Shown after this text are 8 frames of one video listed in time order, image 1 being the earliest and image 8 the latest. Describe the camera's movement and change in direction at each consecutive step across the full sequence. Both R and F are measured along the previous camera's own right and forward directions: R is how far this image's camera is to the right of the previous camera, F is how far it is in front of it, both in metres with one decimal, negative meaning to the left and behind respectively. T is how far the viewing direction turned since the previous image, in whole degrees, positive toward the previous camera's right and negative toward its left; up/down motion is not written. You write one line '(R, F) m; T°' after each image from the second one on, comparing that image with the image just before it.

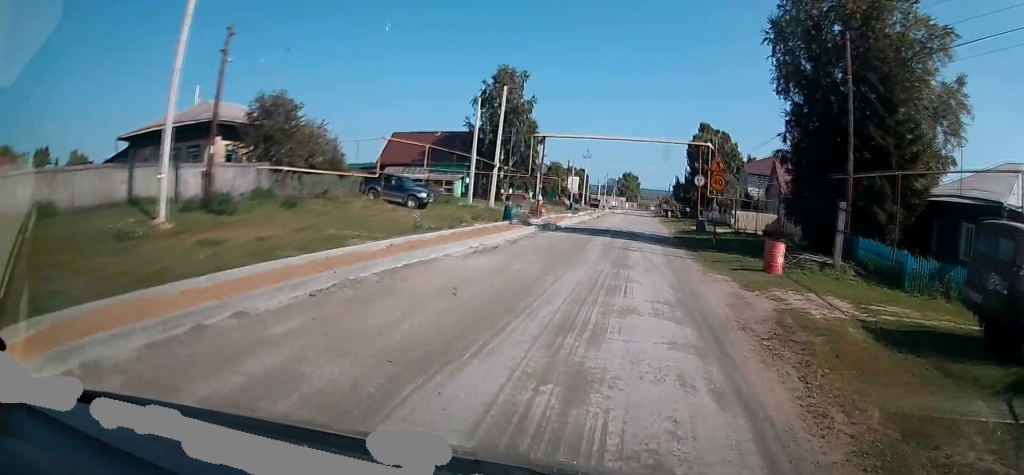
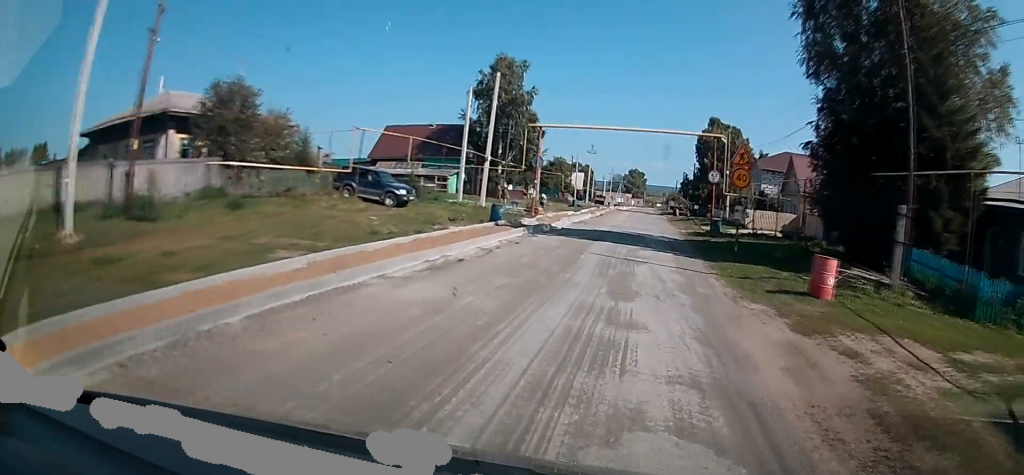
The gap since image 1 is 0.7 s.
(0.0, +3.9) m; 0°
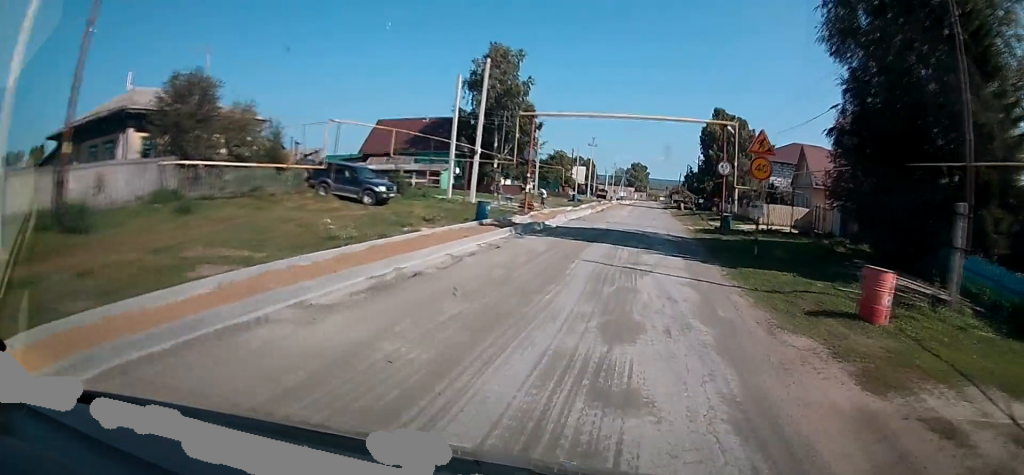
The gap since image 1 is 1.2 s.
(-0.1, +2.8) m; 0°
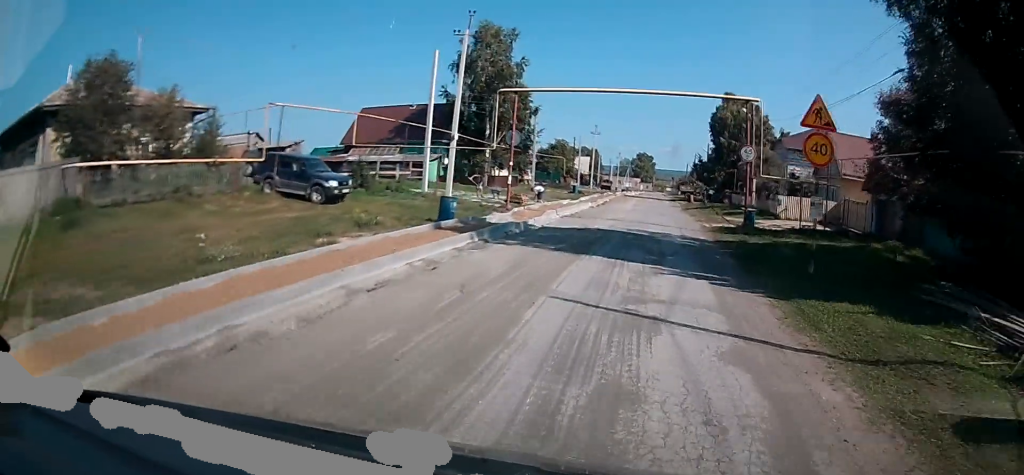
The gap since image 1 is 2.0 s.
(0.0, +5.1) m; -1°
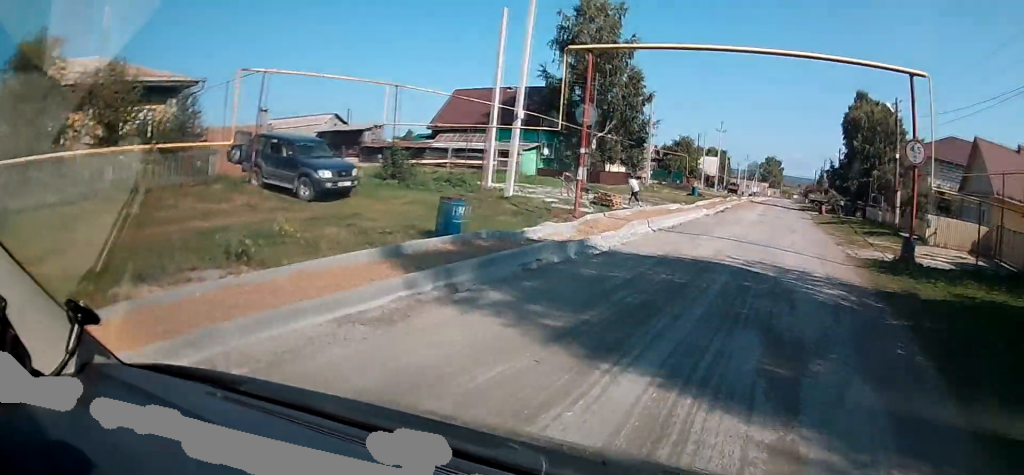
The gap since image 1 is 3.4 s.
(0.0, +7.8) m; 0°
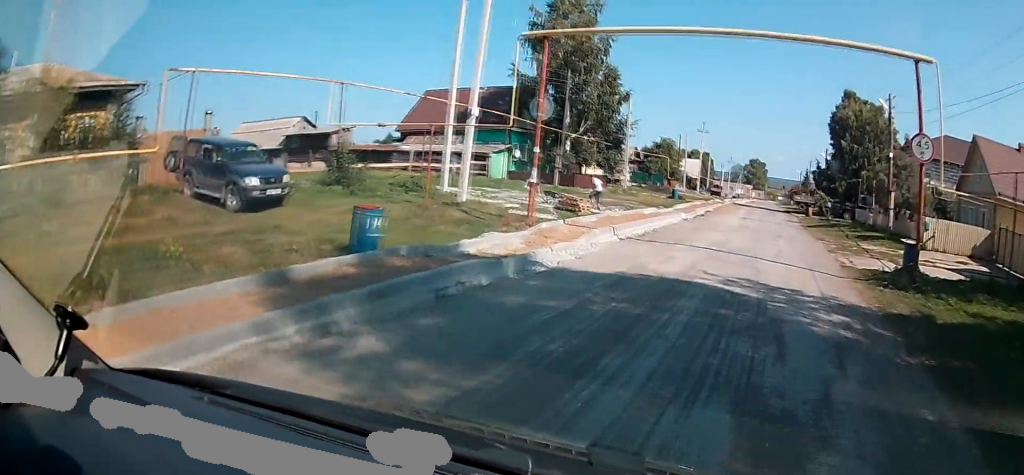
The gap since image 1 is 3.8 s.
(0.0, +2.3) m; 0°
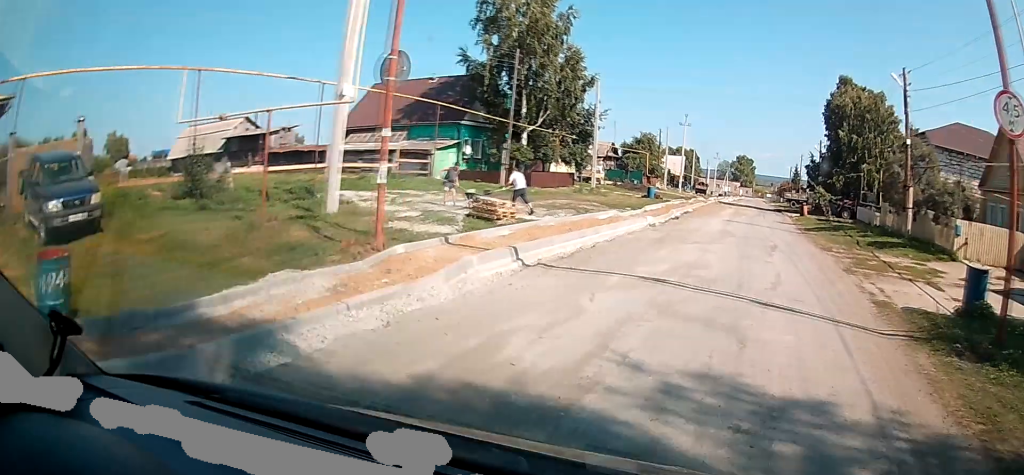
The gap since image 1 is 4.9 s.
(0.0, +6.0) m; +1°
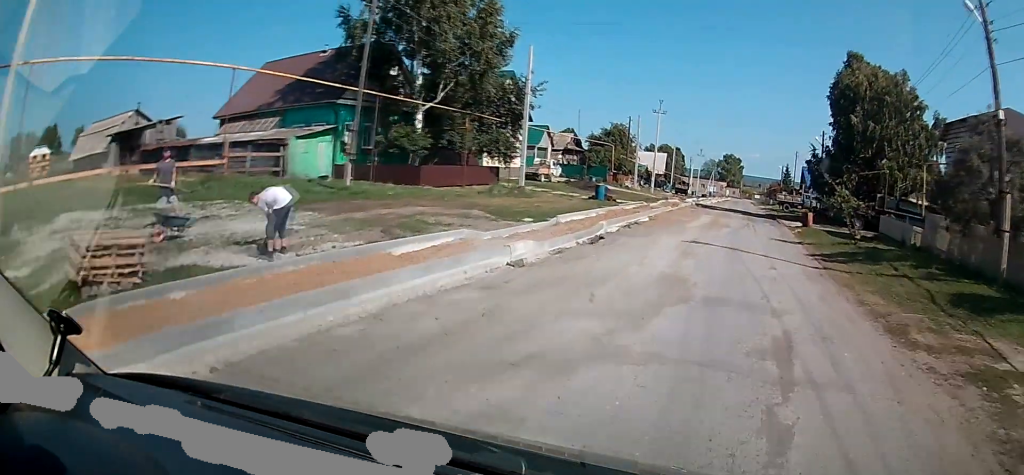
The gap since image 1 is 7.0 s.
(+0.1, +11.5) m; +1°
